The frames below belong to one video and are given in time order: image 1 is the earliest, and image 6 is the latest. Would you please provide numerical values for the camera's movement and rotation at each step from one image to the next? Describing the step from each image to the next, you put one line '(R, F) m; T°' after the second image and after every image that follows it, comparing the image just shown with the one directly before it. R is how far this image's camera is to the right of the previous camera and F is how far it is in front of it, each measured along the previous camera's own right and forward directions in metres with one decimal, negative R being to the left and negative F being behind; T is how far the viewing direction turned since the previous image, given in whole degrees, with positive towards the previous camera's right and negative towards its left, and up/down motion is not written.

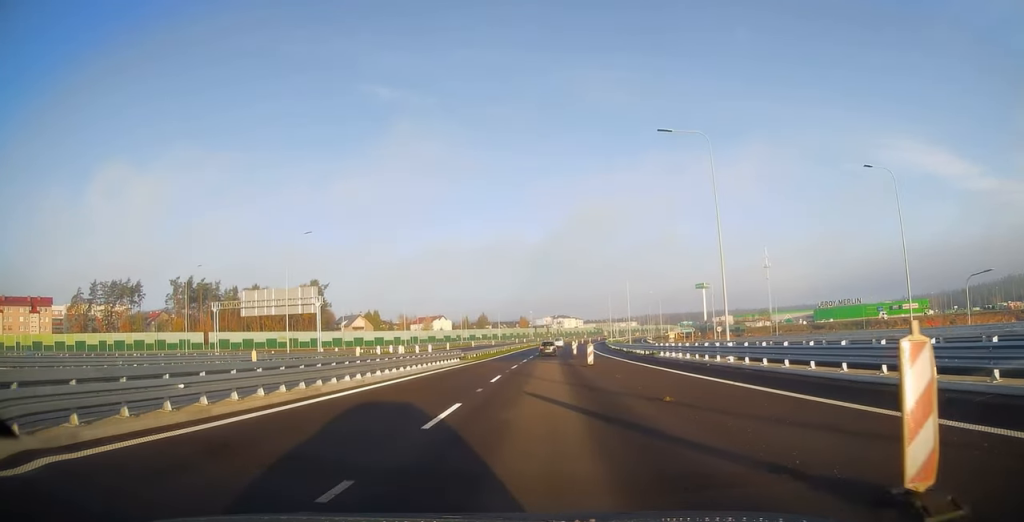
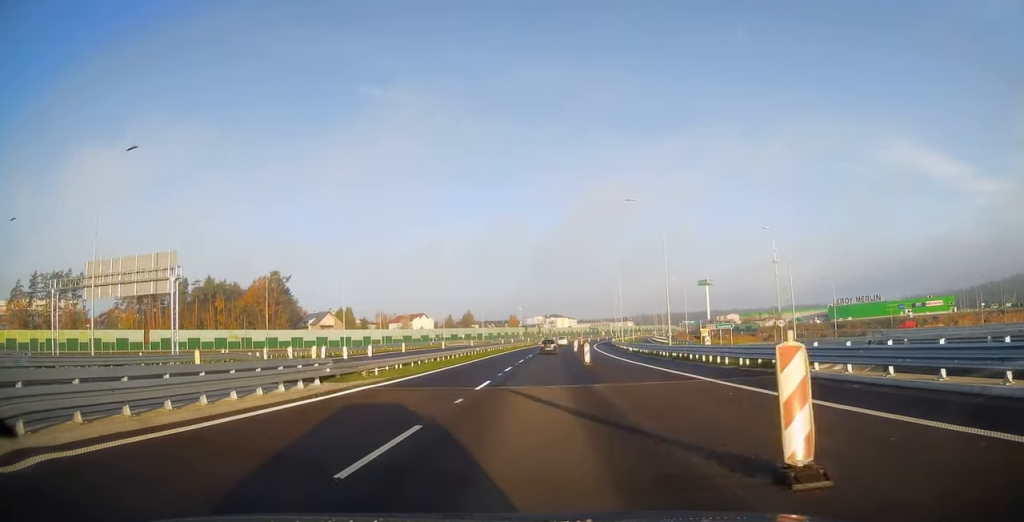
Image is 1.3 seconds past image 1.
(-0.1, +27.6) m; 0°
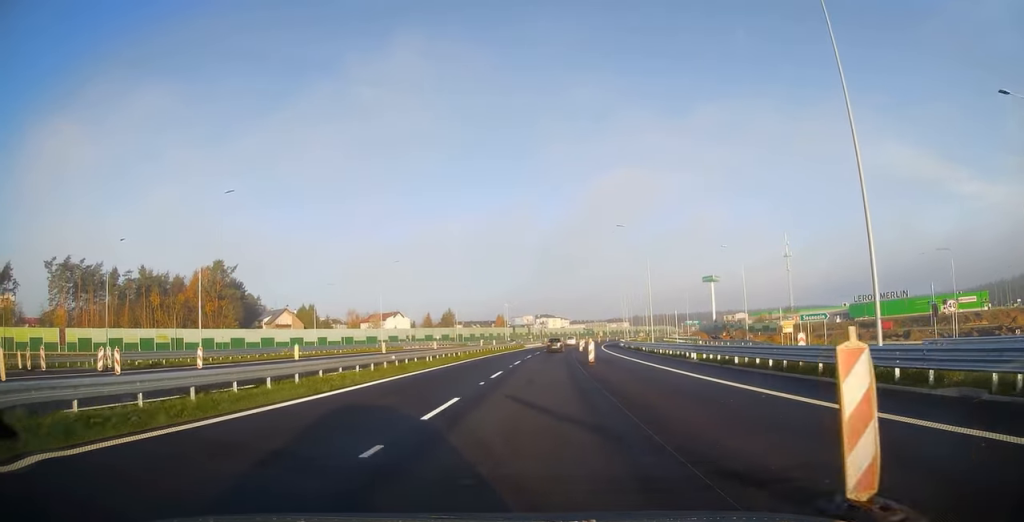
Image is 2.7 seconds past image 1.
(+0.7, +31.2) m; +2°
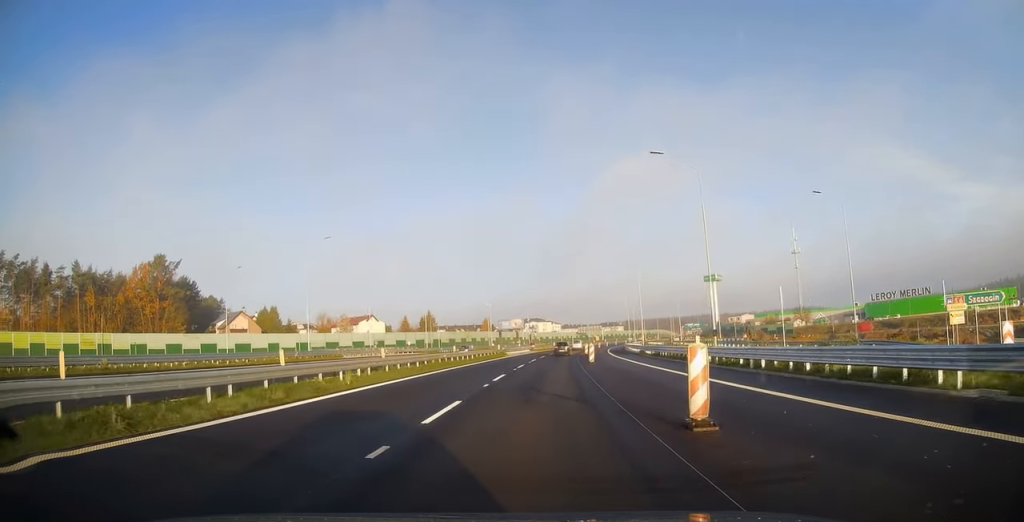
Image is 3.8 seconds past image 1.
(+0.4, +24.4) m; +1°
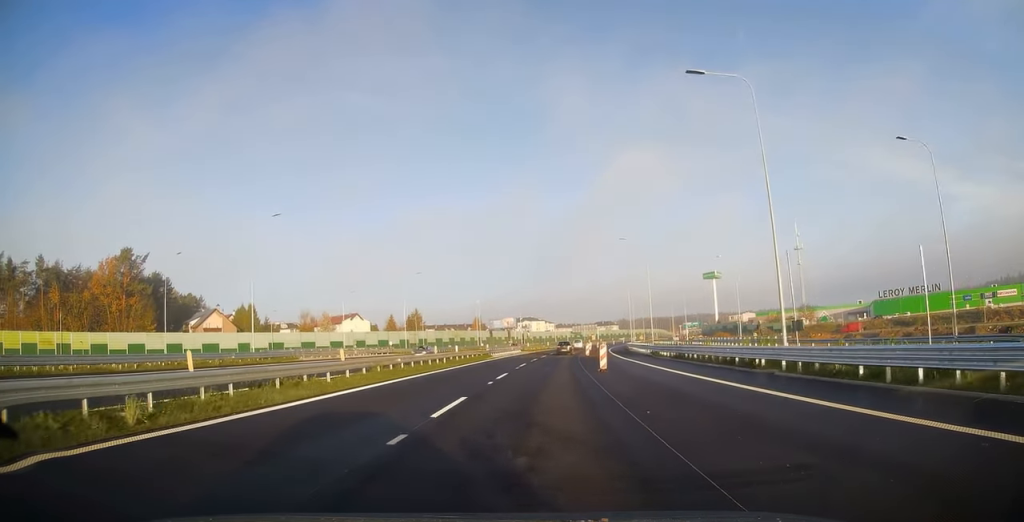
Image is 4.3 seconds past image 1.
(0.0, +11.3) m; 0°
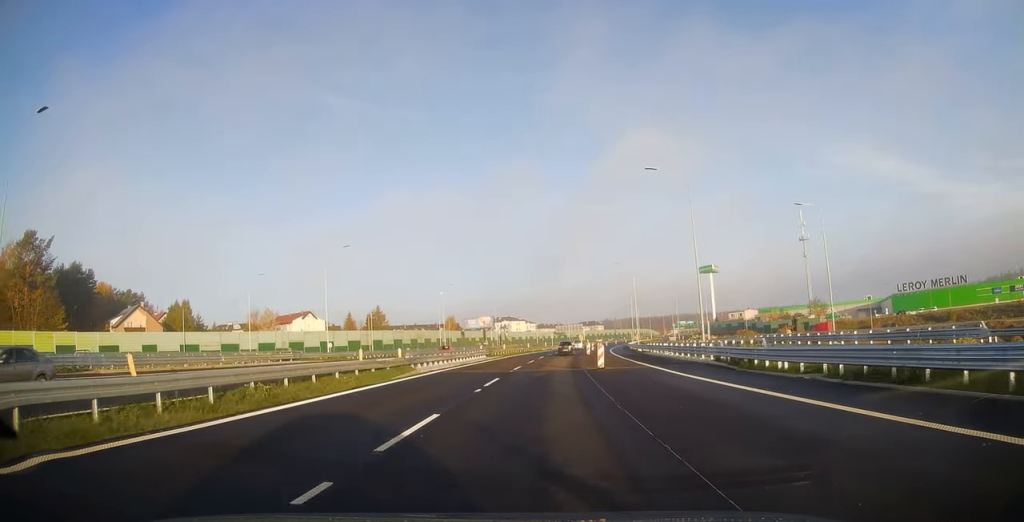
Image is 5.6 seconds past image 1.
(+0.1, +27.6) m; +2°
